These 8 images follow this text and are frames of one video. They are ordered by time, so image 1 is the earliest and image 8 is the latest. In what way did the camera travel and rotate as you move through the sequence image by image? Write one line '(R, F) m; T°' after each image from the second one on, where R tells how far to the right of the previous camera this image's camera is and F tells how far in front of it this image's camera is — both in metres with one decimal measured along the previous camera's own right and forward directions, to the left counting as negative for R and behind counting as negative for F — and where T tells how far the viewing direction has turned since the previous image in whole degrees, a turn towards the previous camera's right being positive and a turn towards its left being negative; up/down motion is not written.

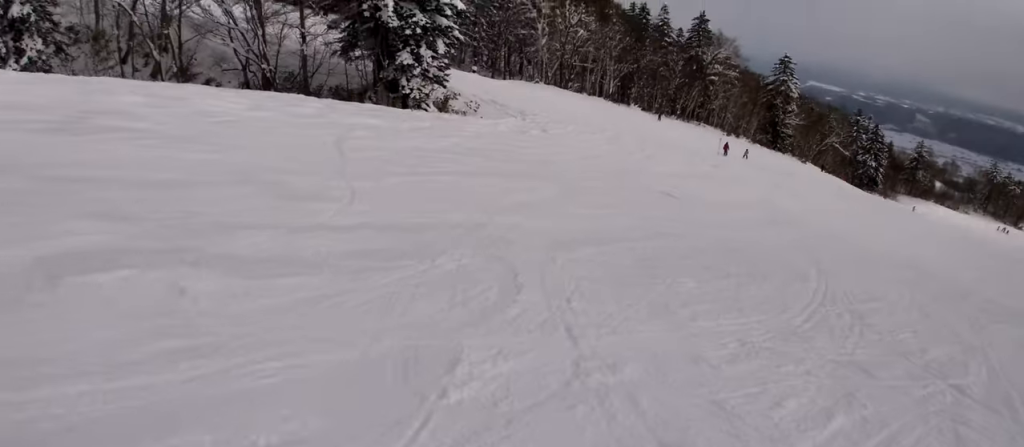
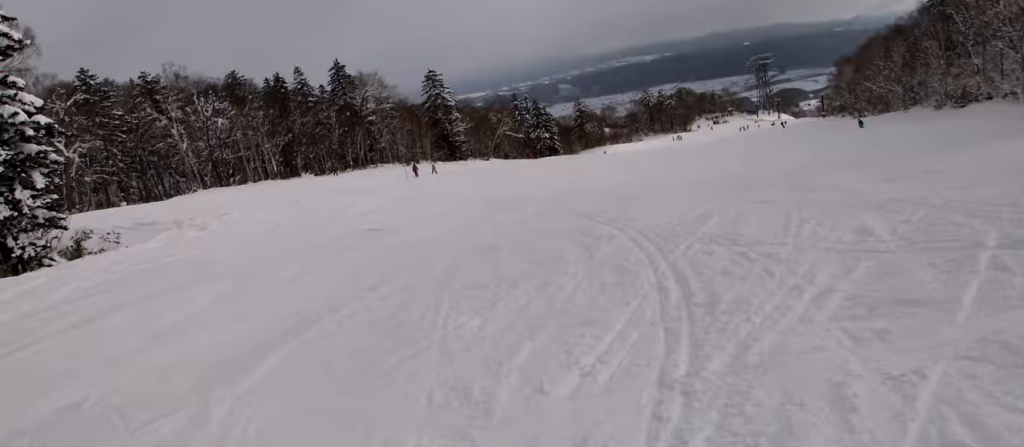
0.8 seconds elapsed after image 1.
(-0.1, +5.3) m; +10°
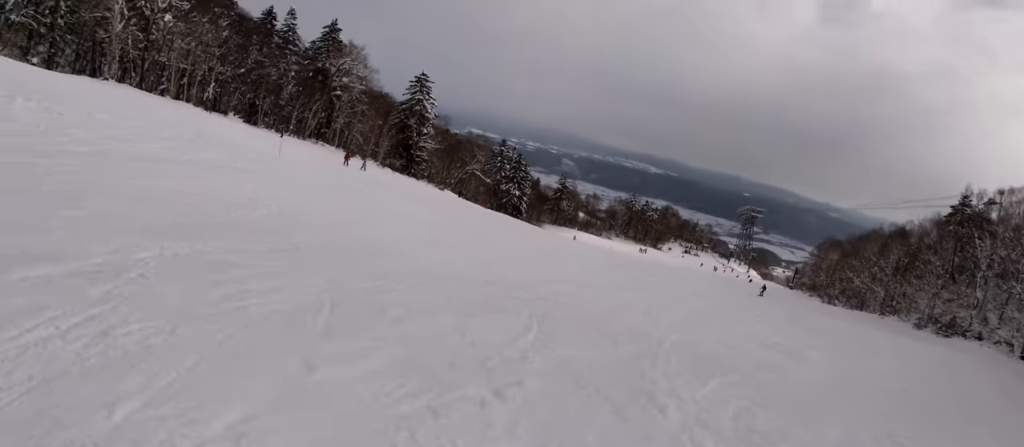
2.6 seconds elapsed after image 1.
(+0.7, +10.5) m; -7°
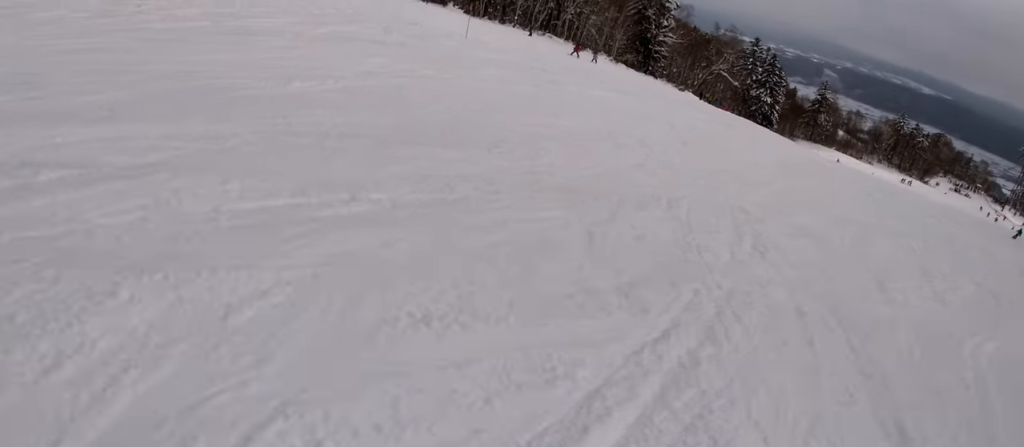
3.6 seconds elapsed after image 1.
(-0.4, +5.8) m; -4°
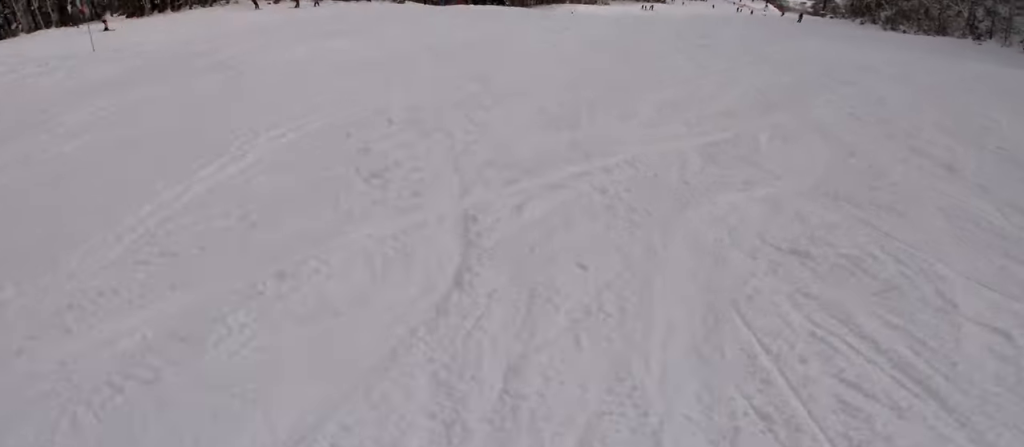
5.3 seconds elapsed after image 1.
(+1.2, +9.0) m; +14°
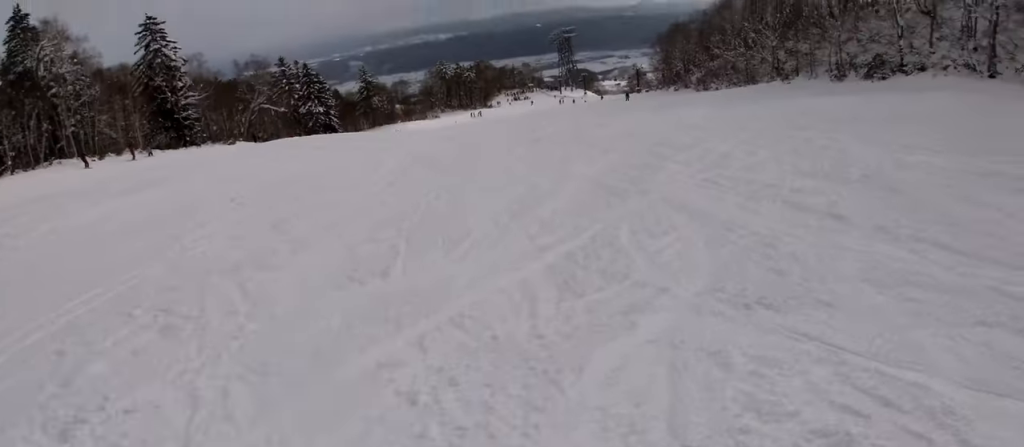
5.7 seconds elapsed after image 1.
(+0.5, +2.1) m; -1°
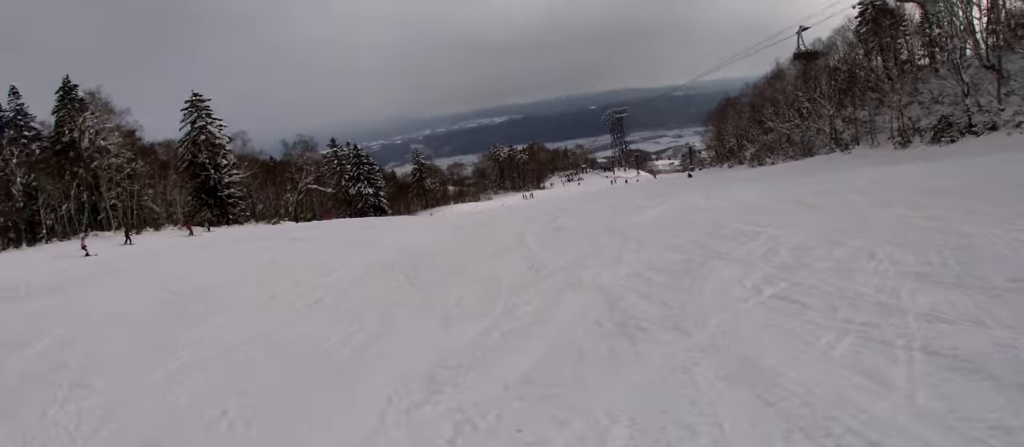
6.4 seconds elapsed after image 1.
(-0.5, +4.0) m; 0°
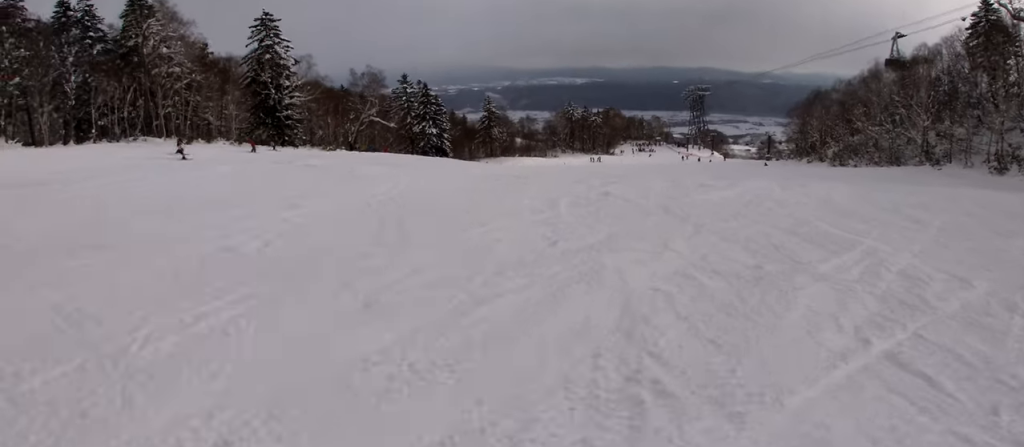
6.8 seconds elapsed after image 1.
(-0.7, +2.4) m; +1°
